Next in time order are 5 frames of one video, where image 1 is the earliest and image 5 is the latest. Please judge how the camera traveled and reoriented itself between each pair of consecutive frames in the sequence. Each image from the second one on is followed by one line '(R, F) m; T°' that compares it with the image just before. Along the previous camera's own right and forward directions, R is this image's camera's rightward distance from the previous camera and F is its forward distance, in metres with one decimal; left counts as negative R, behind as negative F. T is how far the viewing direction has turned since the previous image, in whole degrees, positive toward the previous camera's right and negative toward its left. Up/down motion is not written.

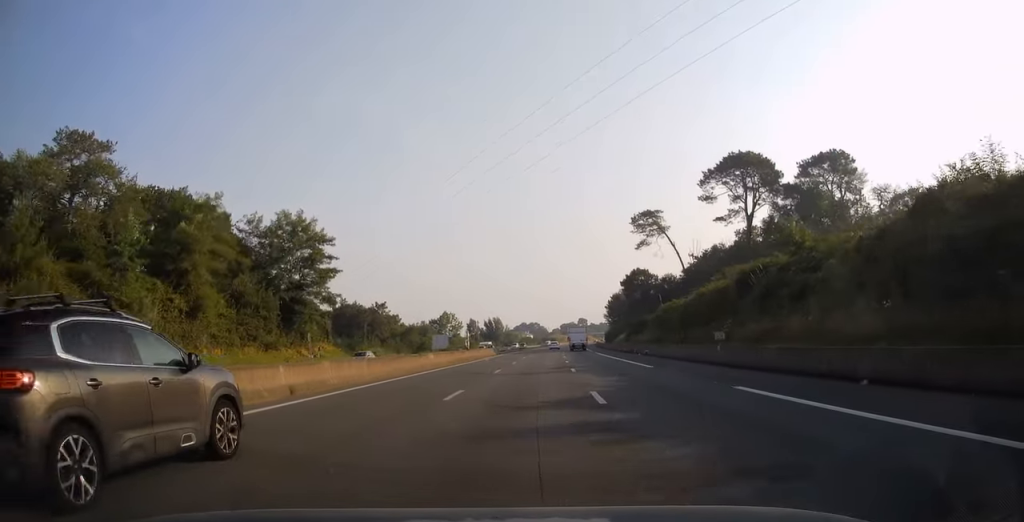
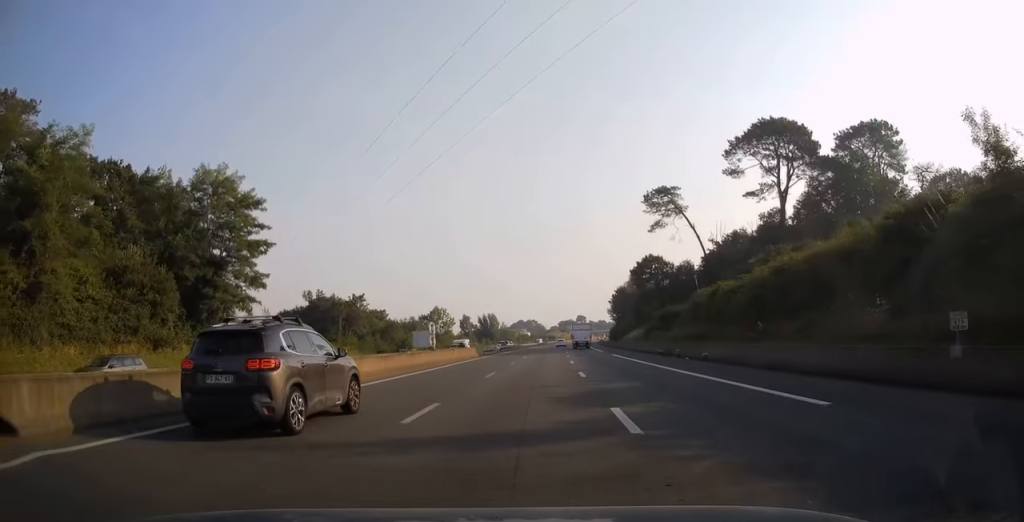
(+0.1, +17.6) m; 0°
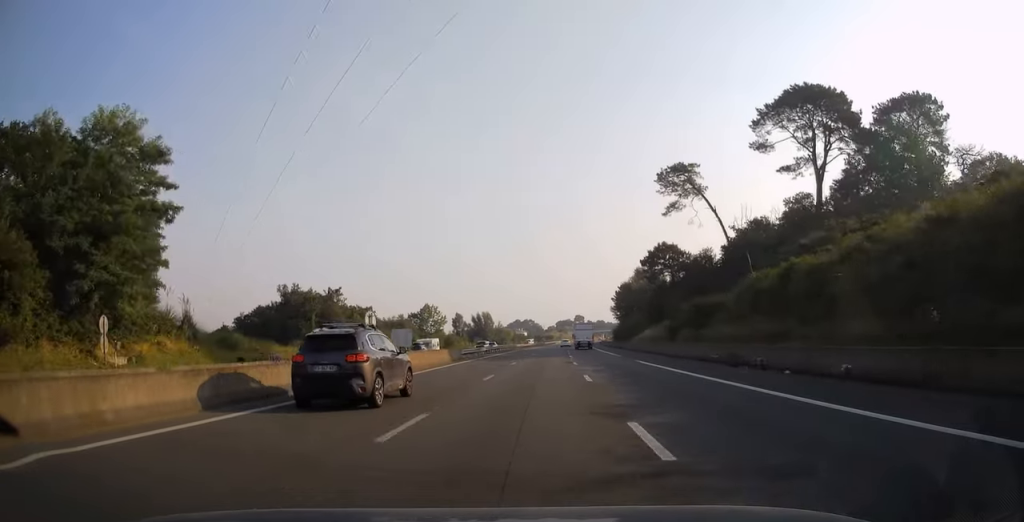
(0.0, +14.7) m; 0°
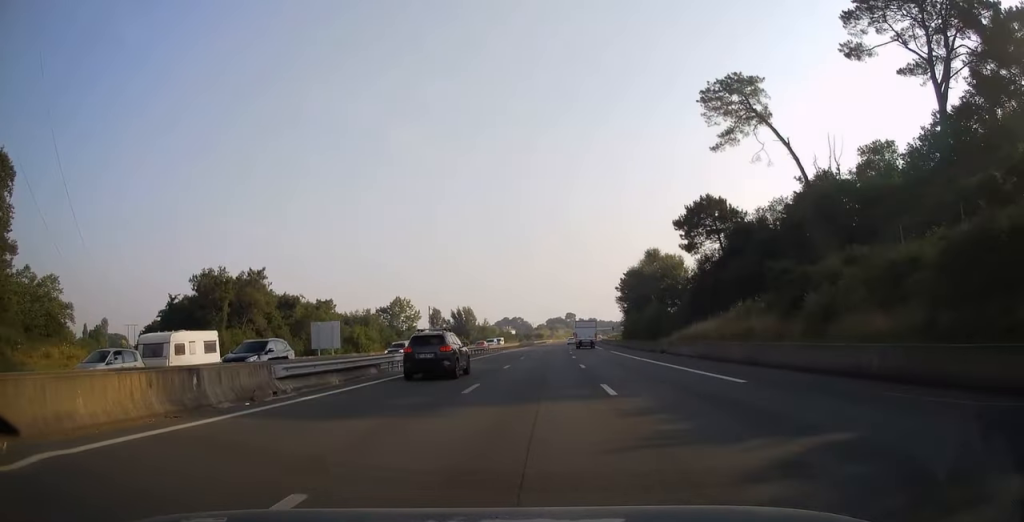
(+0.2, +31.8) m; +1°
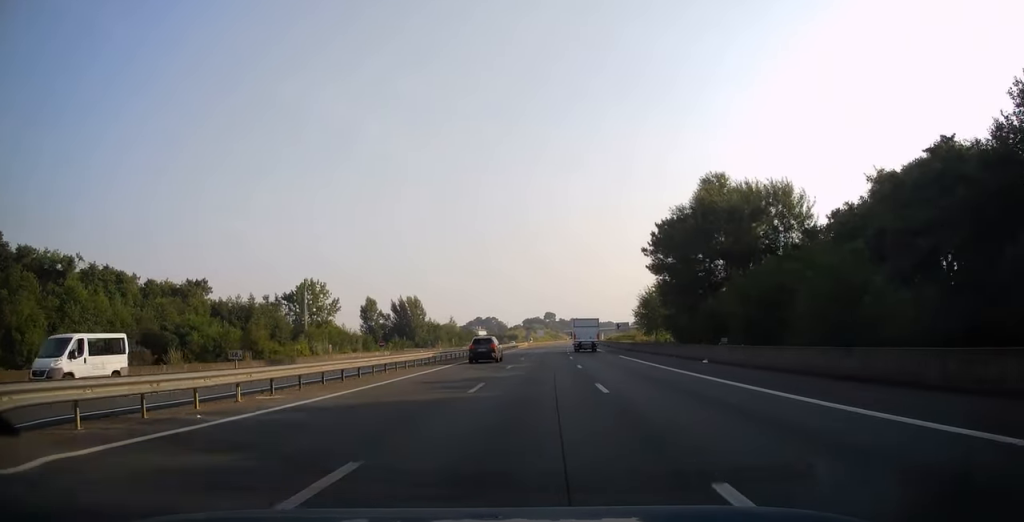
(+1.3, +63.1) m; +2°
